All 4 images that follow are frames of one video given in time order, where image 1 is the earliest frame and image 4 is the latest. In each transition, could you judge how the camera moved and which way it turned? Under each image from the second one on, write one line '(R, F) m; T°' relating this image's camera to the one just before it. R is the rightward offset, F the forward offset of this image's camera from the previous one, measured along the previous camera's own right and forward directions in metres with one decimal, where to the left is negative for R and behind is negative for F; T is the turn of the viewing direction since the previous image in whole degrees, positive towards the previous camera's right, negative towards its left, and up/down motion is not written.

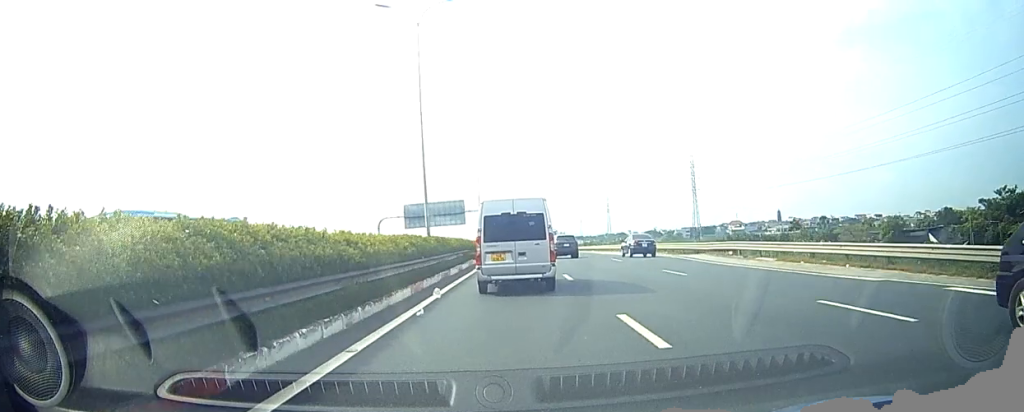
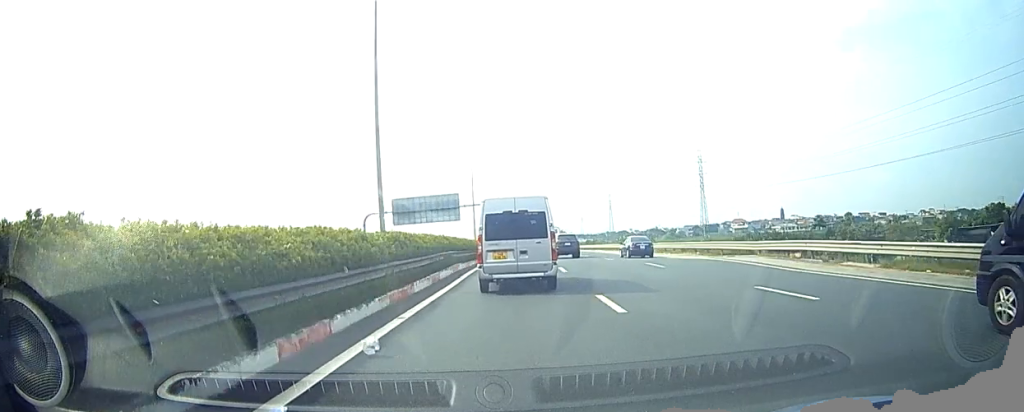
(0.0, +8.9) m; 0°
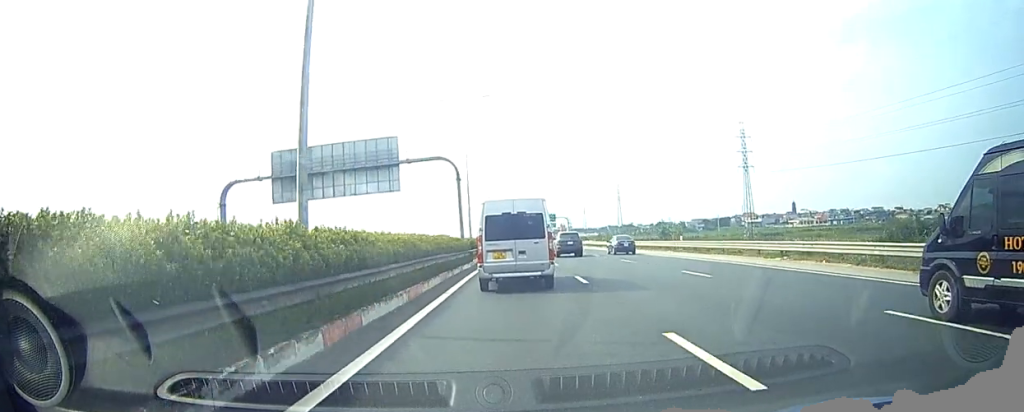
(+0.1, +42.4) m; 0°
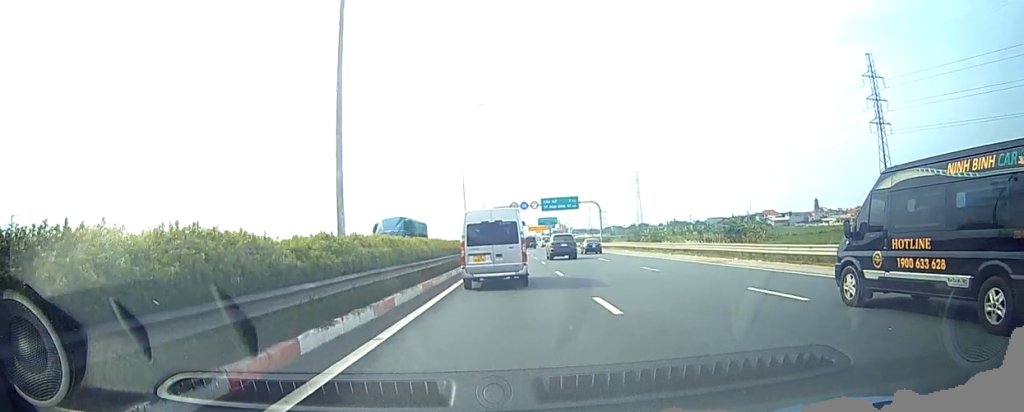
(+0.1, +65.0) m; 0°
